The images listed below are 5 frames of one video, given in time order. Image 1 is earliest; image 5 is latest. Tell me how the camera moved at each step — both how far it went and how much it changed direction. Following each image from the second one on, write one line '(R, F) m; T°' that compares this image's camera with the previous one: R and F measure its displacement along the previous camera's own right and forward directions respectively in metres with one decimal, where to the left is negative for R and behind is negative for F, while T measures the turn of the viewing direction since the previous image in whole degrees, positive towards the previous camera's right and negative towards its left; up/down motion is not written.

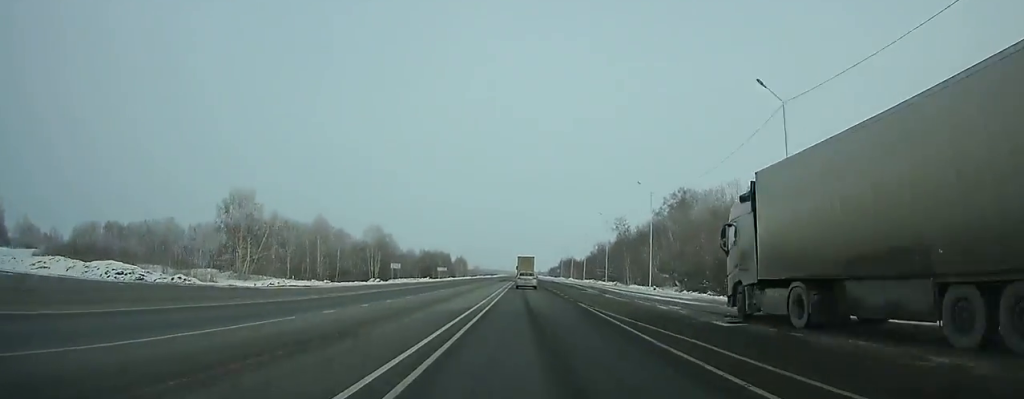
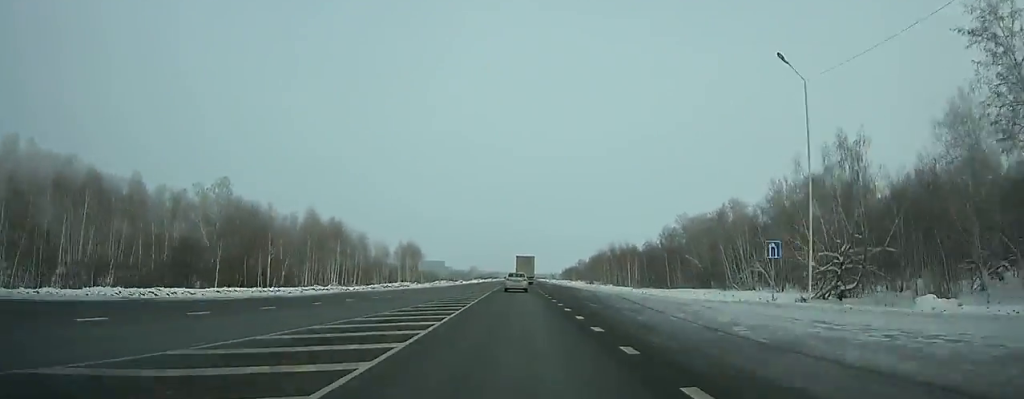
(+0.6, +146.2) m; 0°
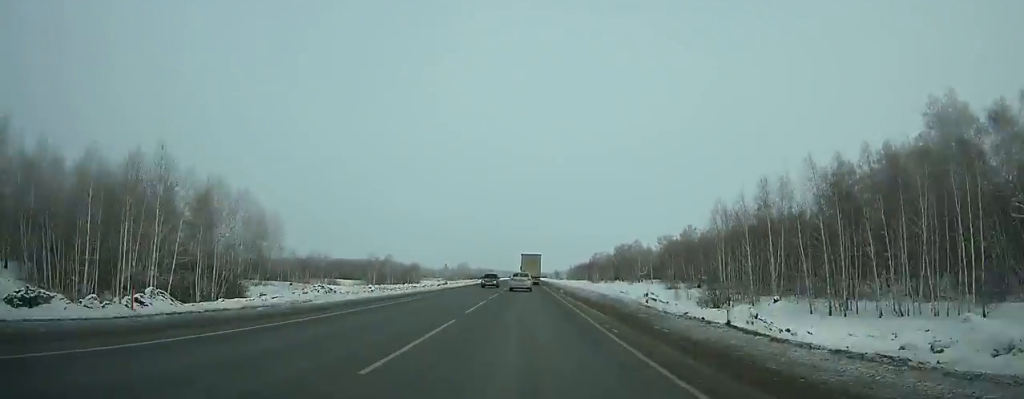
(-0.3, +110.7) m; 0°
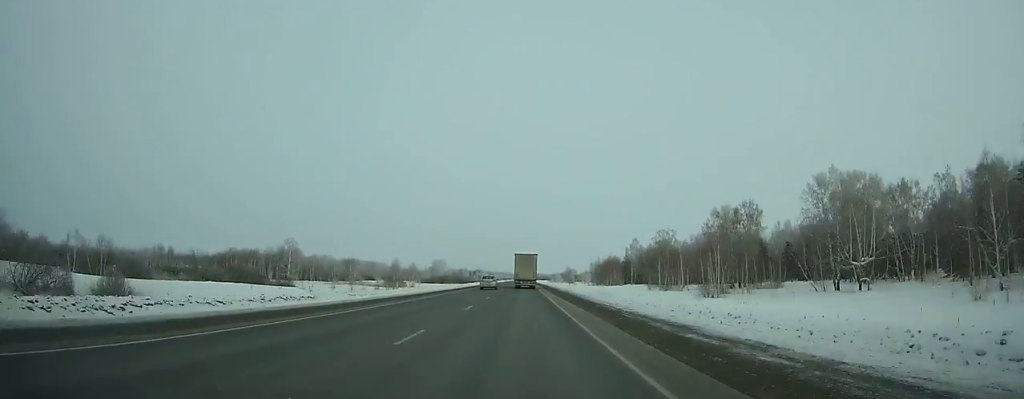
(+0.3, +150.0) m; 0°
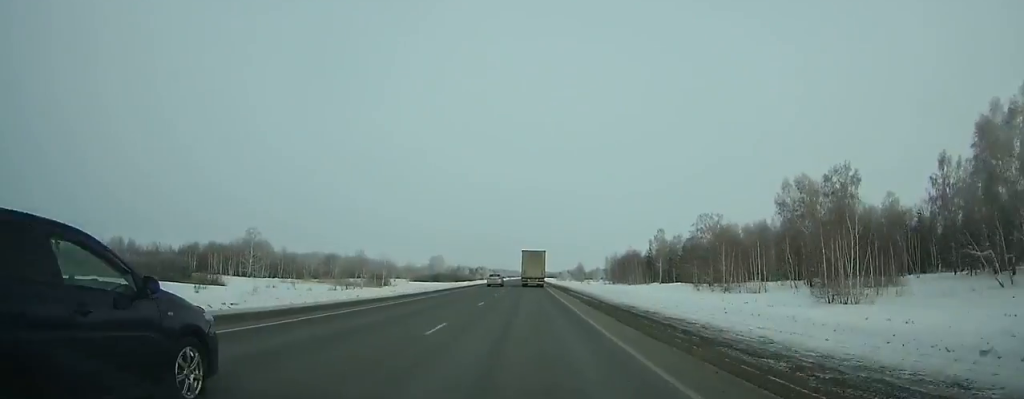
(0.0, +36.4) m; 0°
